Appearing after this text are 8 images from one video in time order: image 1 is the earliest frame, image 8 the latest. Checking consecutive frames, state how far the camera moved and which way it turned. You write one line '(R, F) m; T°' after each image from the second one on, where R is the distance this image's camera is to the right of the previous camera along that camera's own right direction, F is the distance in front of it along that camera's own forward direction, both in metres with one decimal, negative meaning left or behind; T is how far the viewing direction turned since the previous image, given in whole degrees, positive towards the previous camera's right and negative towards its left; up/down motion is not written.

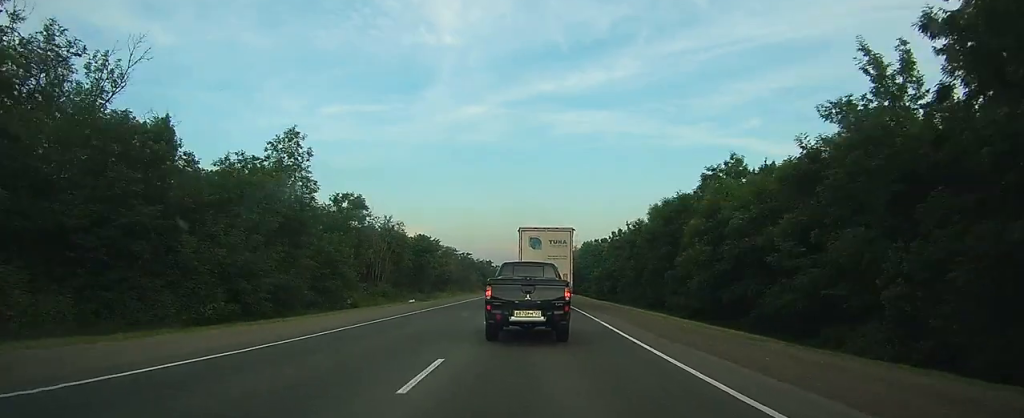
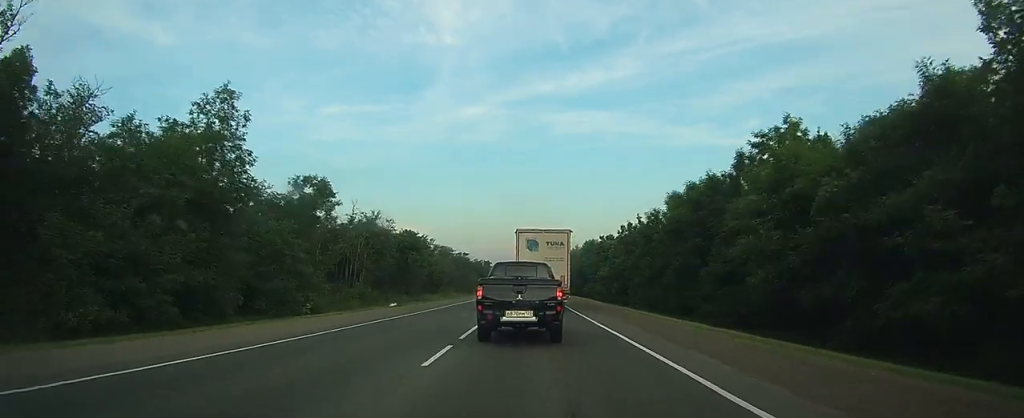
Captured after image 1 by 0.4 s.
(0.0, +9.8) m; 0°
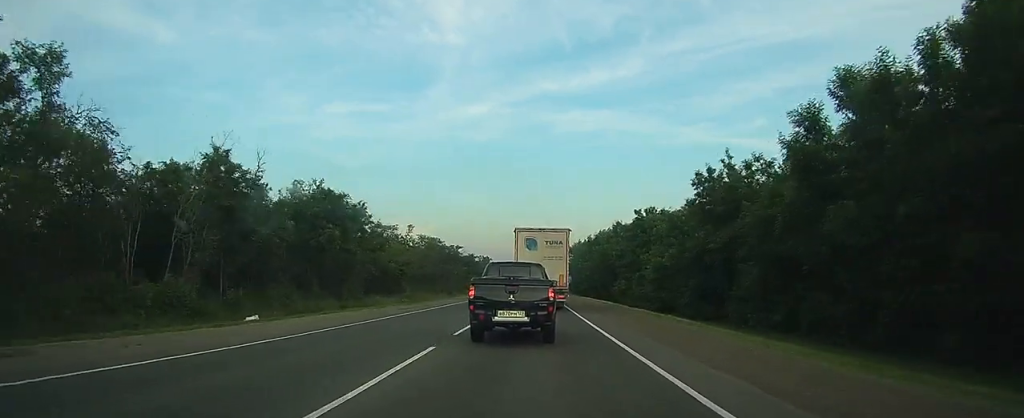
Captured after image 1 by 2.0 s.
(+0.1, +35.3) m; 0°
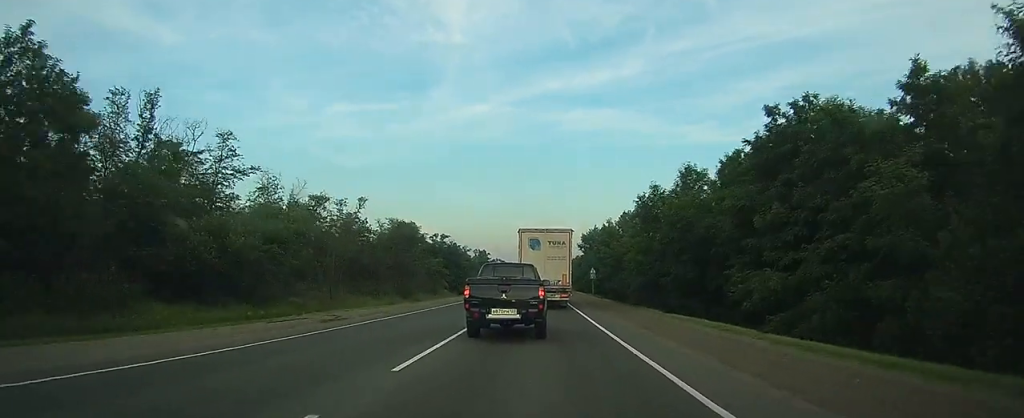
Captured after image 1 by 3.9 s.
(0.0, +42.6) m; 0°
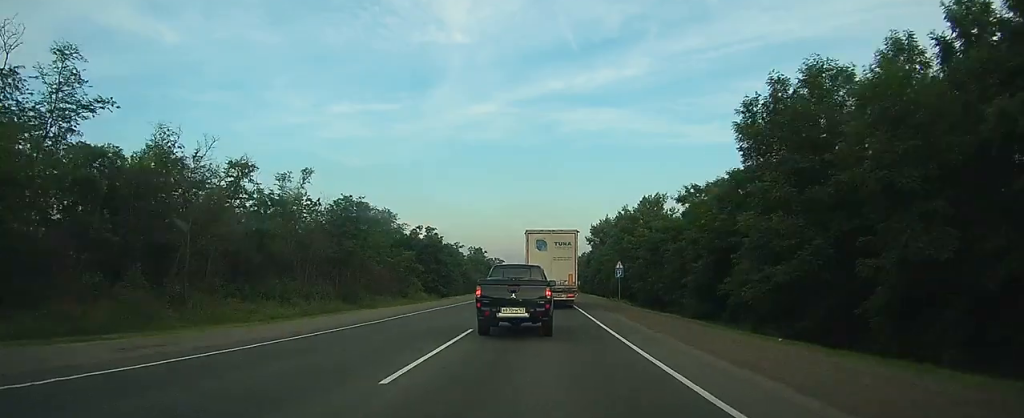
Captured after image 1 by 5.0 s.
(-0.1, +25.1) m; 0°
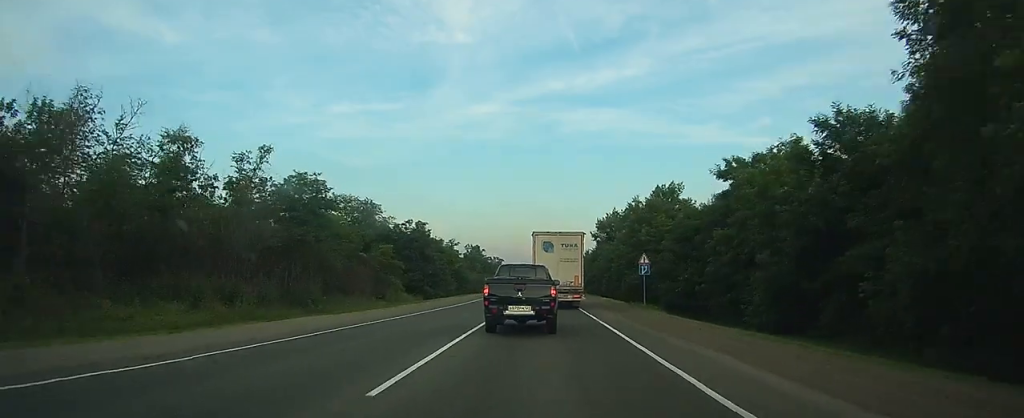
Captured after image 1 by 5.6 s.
(0.0, +12.5) m; 0°
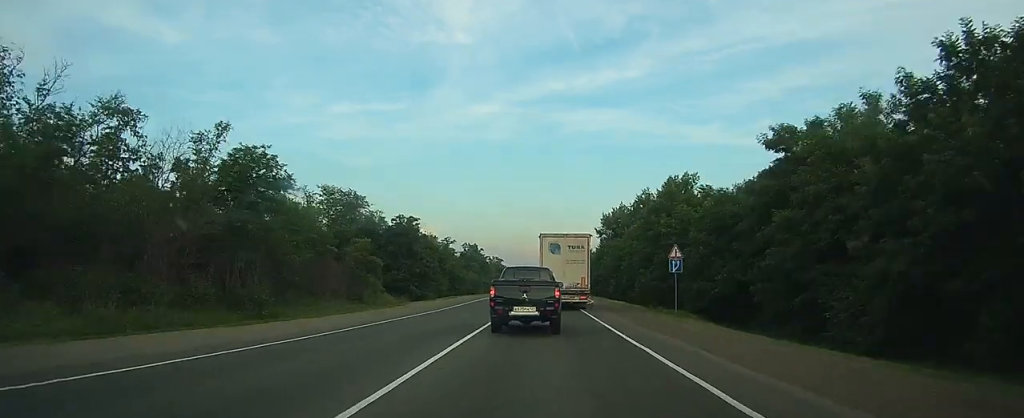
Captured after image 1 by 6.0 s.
(0.0, +9.5) m; 0°
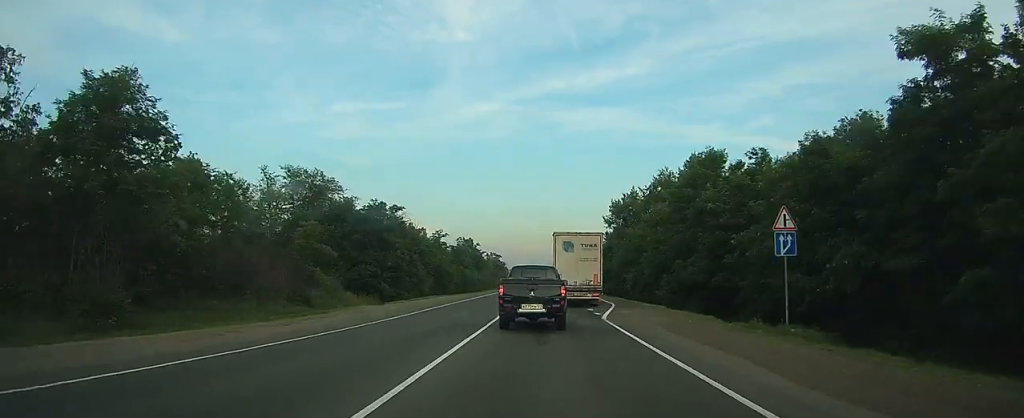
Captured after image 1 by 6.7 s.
(0.0, +14.6) m; 0°
